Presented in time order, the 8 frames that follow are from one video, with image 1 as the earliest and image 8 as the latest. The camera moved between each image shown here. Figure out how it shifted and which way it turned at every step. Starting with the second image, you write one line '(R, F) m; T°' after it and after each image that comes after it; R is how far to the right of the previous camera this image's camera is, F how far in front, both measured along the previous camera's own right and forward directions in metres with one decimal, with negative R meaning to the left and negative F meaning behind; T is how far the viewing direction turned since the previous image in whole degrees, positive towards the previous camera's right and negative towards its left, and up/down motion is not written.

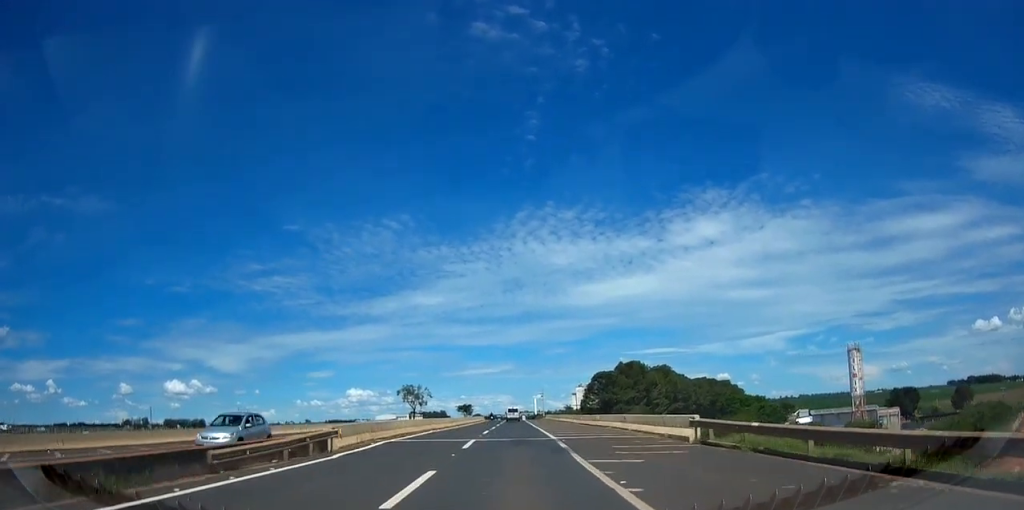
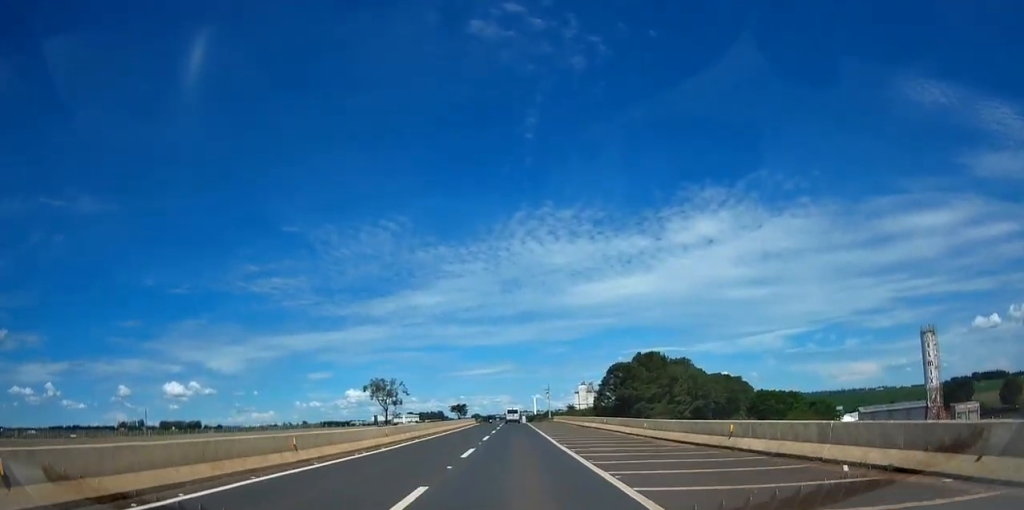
(+0.6, +27.4) m; +1°
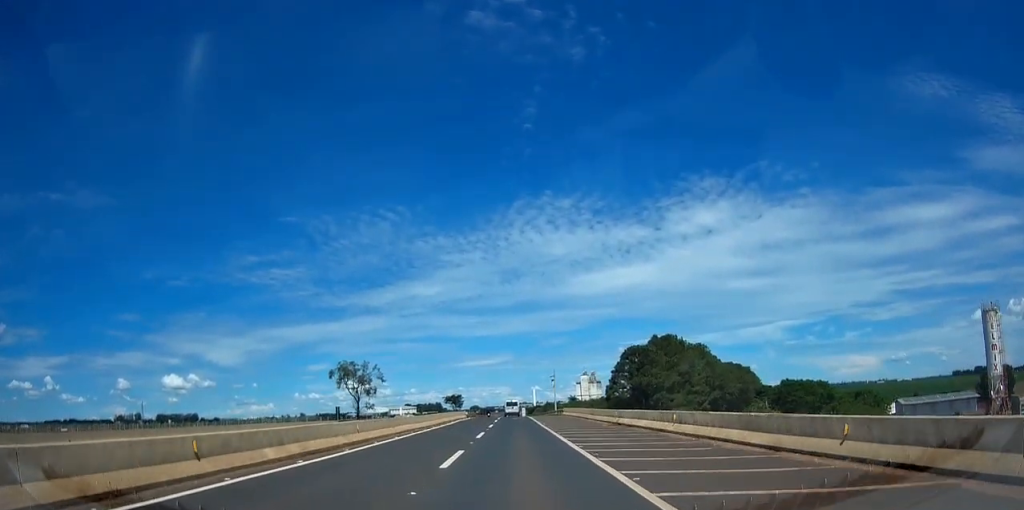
(-0.1, +18.1) m; 0°
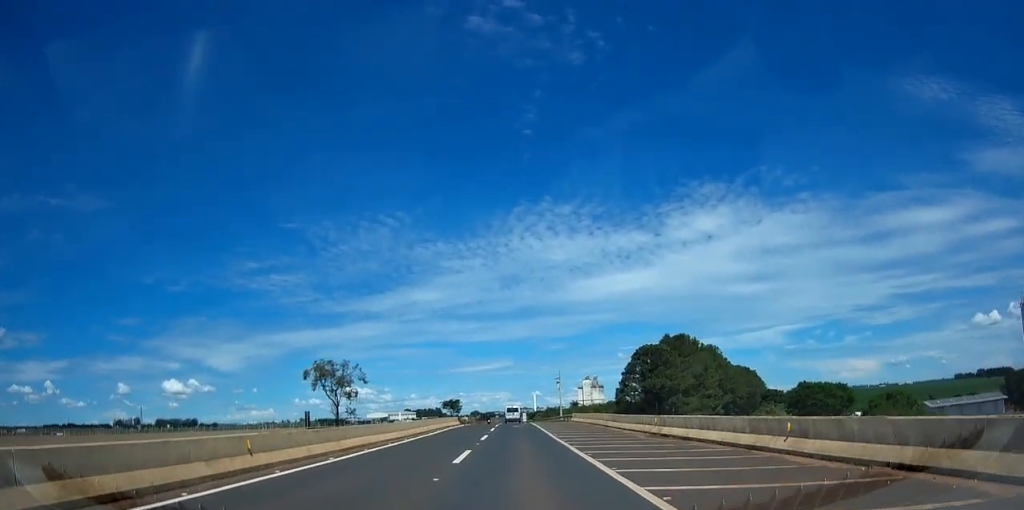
(+0.1, +10.2) m; 0°
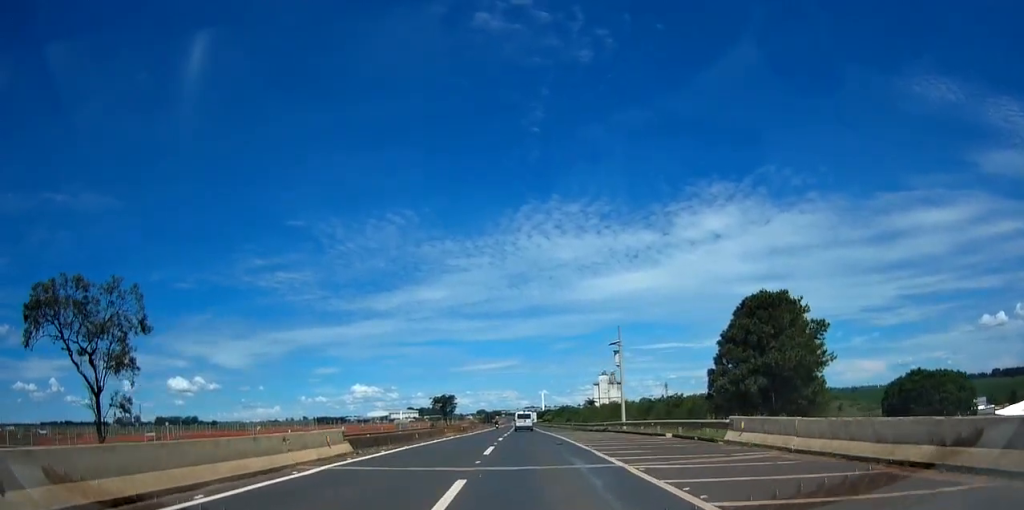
(-1.0, +45.9) m; -2°
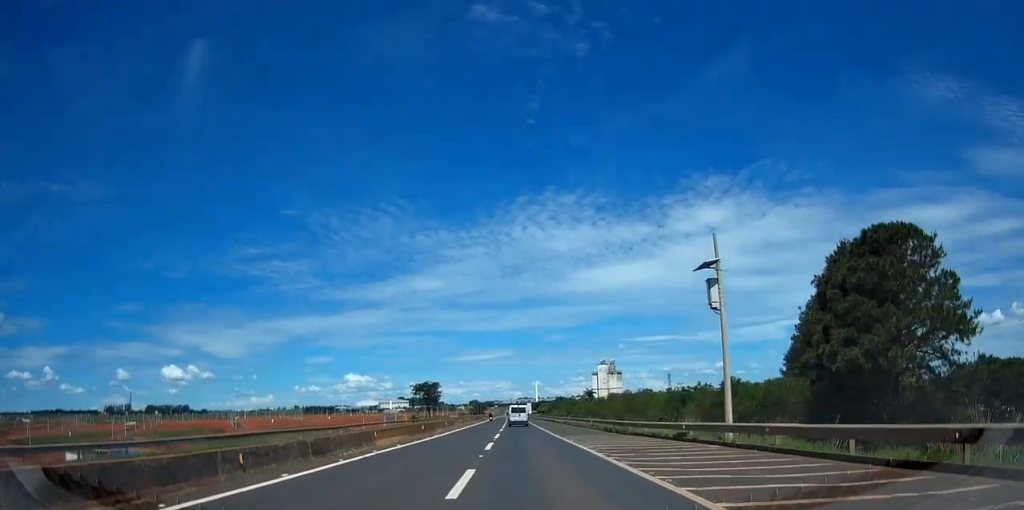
(+0.1, +23.0) m; +1°
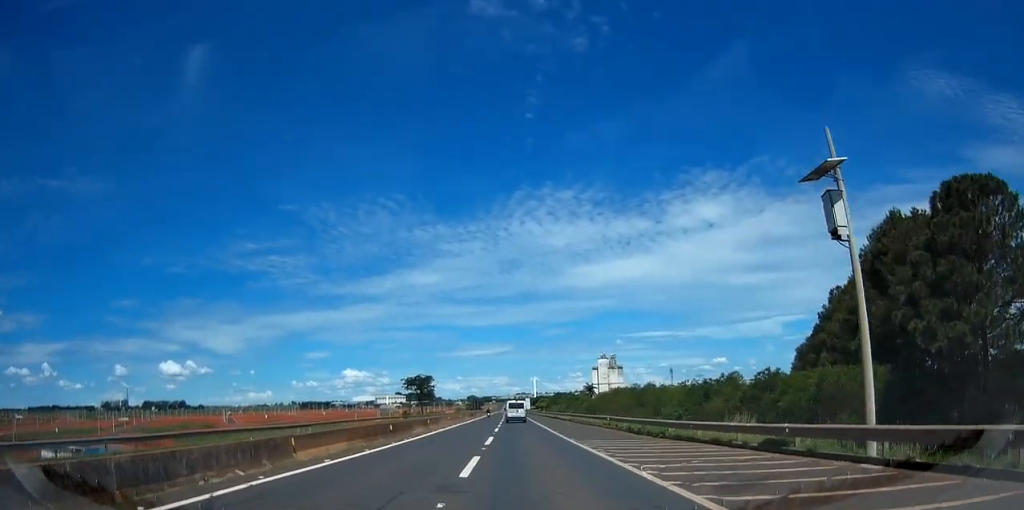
(+0.1, +9.6) m; +1°
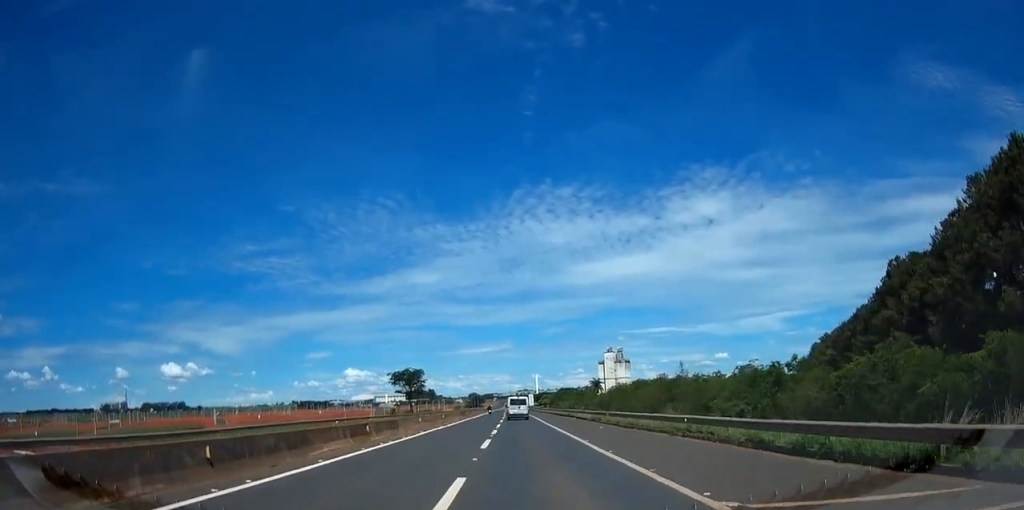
(+0.1, +18.0) m; 0°
